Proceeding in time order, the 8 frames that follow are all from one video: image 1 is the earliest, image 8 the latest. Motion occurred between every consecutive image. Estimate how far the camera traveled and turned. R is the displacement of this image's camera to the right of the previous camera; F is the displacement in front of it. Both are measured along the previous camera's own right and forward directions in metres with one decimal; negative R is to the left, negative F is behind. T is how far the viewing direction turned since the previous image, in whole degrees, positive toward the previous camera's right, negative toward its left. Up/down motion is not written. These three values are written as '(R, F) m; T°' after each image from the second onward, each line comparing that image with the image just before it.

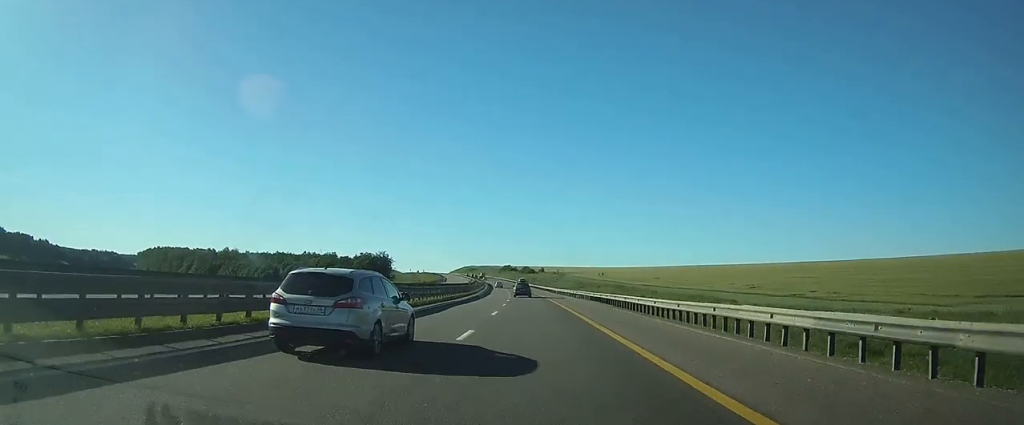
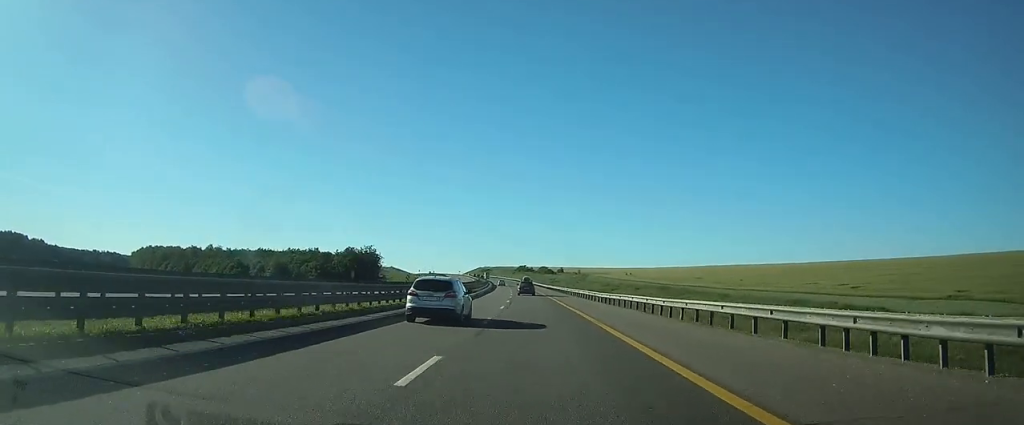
(-1.2, +42.3) m; -3°
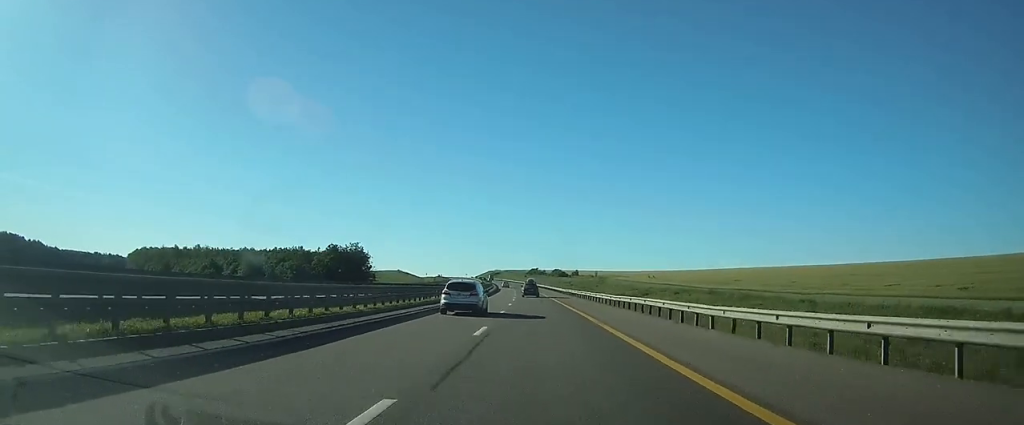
(-0.3, +27.8) m; -1°
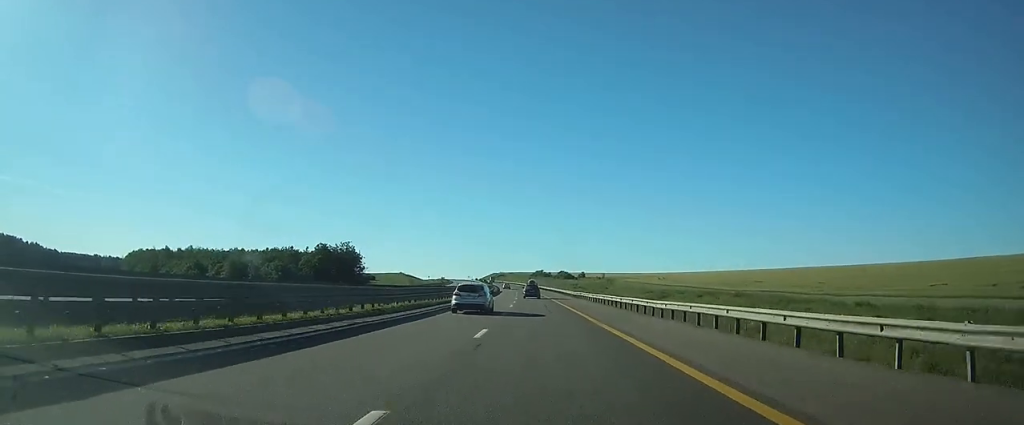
(-0.1, +12.5) m; 0°
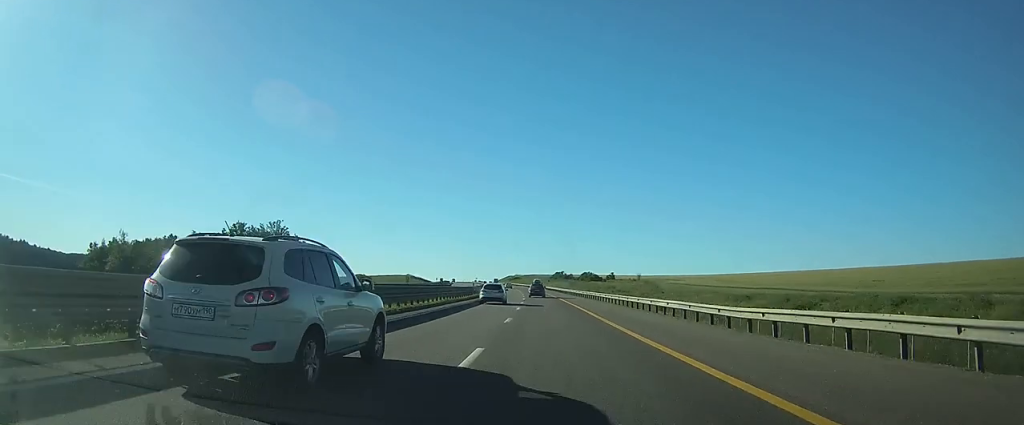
(-0.6, +53.4) m; -2°
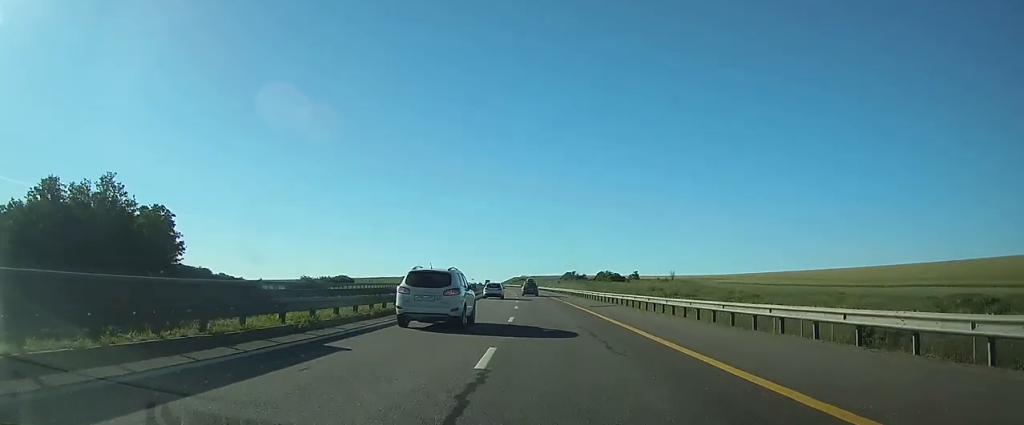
(-1.2, +47.0) m; -2°
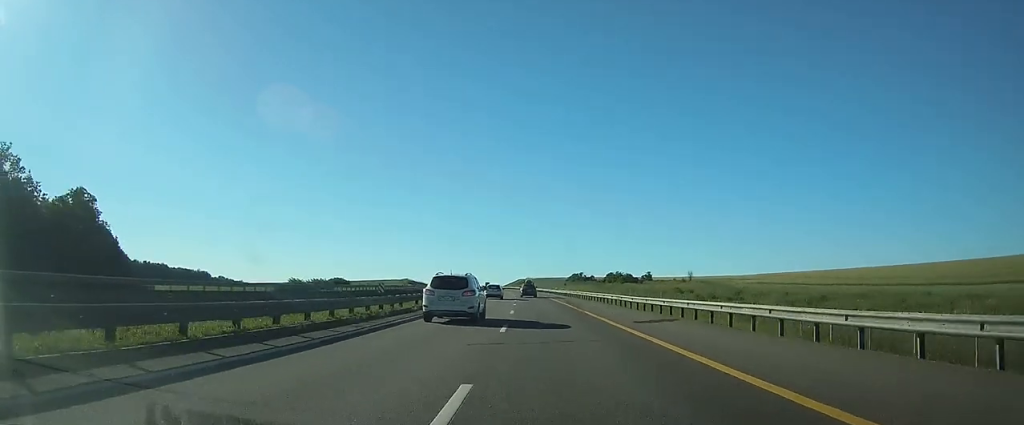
(-0.1, +15.9) m; 0°
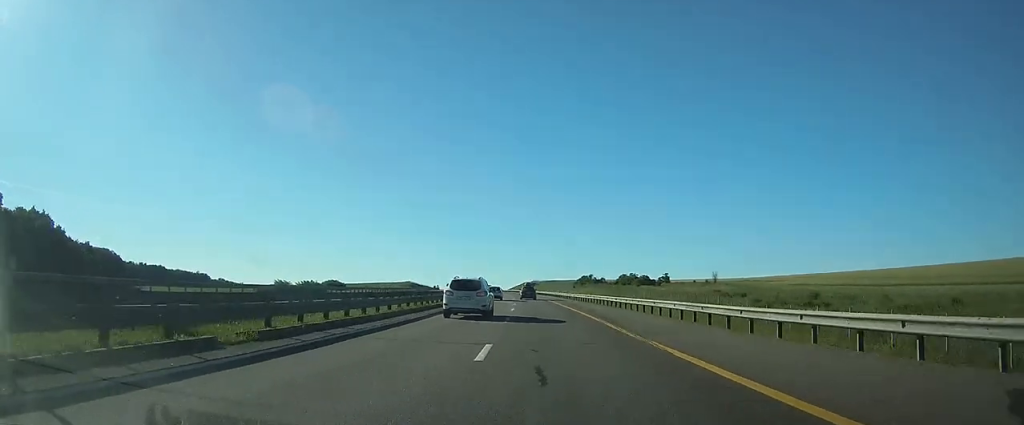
(0.0, +17.7) m; 0°
